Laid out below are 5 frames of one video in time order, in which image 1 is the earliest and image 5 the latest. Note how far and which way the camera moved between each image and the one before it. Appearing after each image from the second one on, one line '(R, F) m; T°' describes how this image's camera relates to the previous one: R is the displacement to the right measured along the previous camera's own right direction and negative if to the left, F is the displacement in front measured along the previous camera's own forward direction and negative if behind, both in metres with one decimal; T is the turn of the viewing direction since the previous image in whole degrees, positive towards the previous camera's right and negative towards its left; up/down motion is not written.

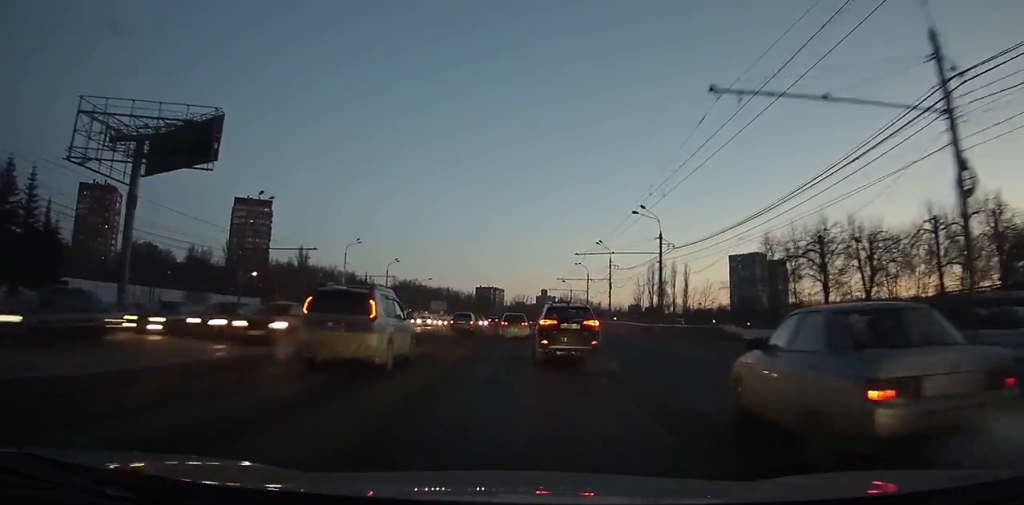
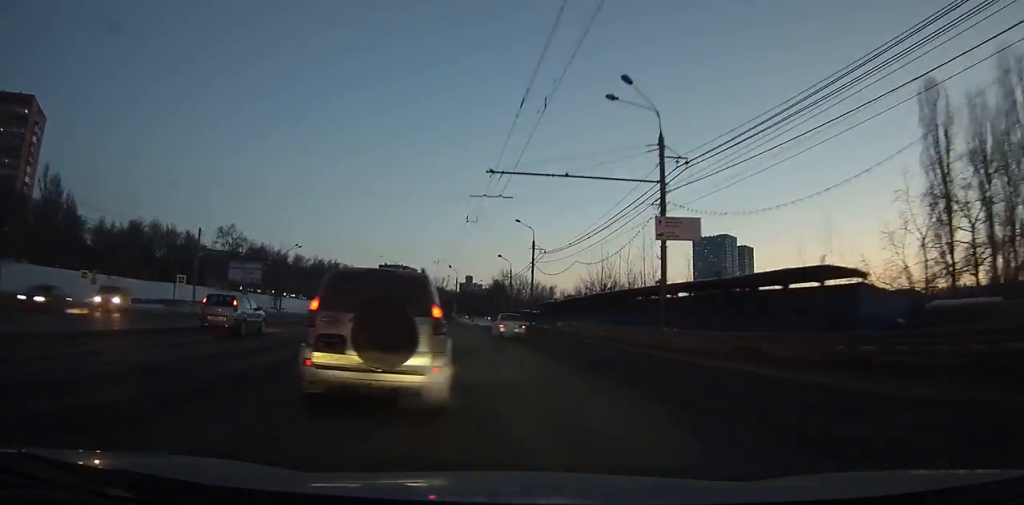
(+2.2, +120.1) m; +4°
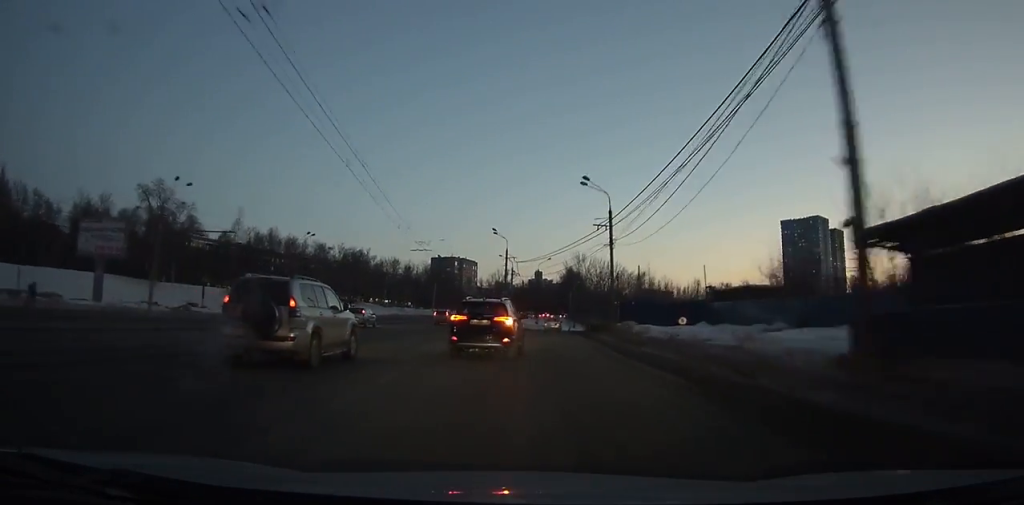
(-1.6, +51.7) m; -1°
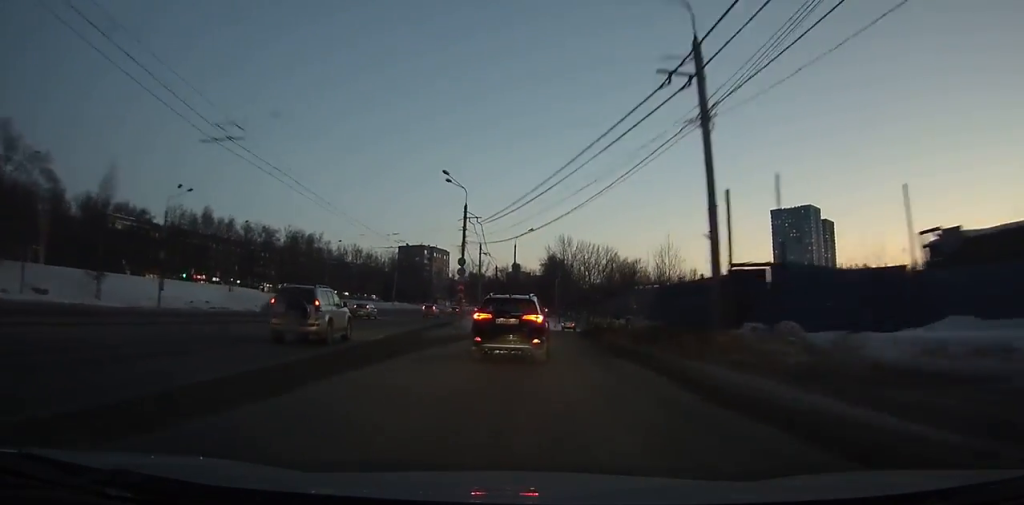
(+0.1, +25.9) m; +2°
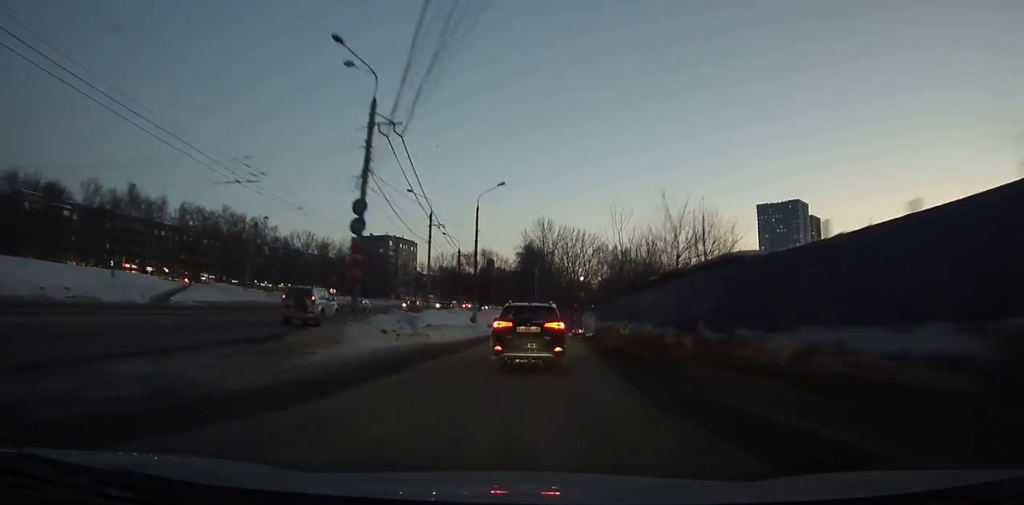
(+0.3, +22.6) m; +2°
